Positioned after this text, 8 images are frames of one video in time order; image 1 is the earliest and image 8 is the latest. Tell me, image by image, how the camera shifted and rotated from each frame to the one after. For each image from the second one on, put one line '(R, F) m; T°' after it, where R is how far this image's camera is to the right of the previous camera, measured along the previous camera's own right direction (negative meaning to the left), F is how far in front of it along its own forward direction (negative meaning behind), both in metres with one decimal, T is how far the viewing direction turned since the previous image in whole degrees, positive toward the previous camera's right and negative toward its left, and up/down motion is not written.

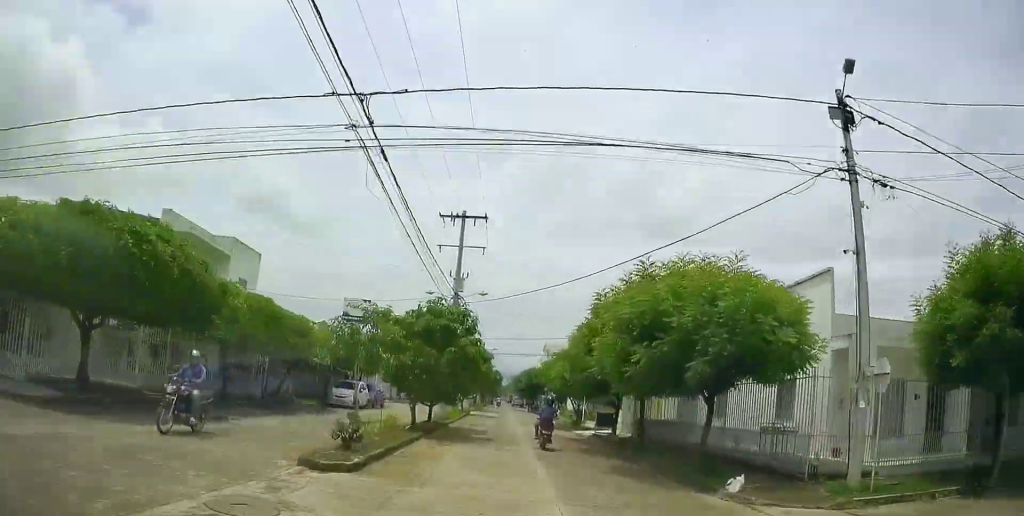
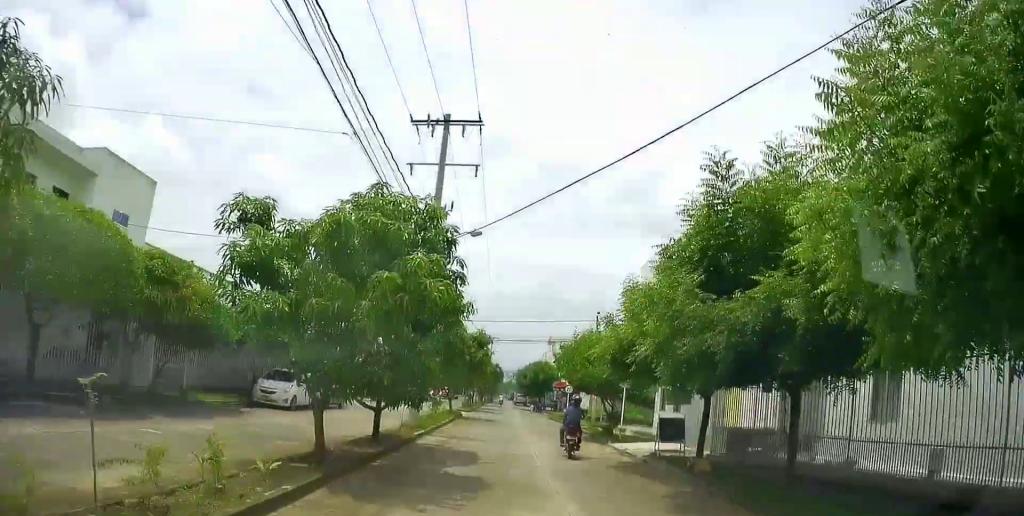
(+0.2, +10.3) m; 0°
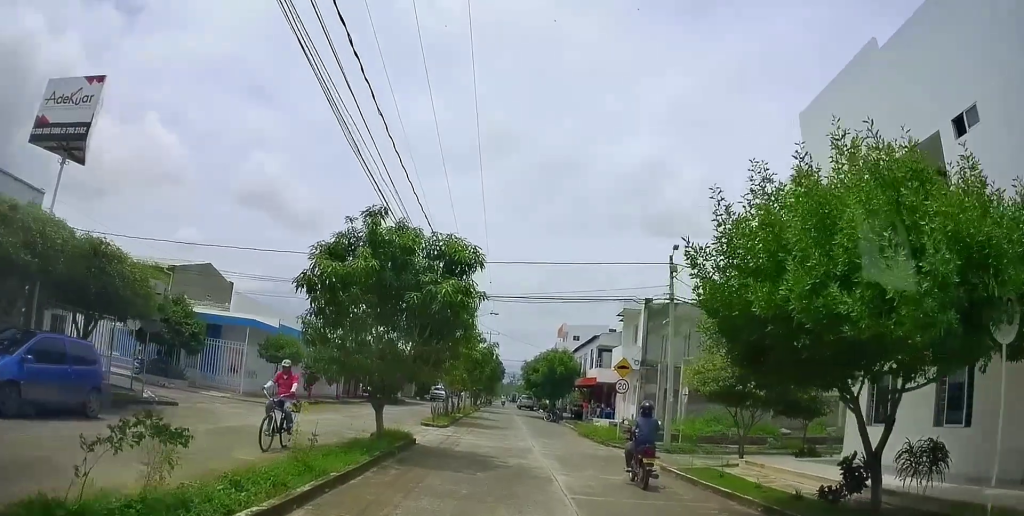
(0.0, +18.2) m; 0°
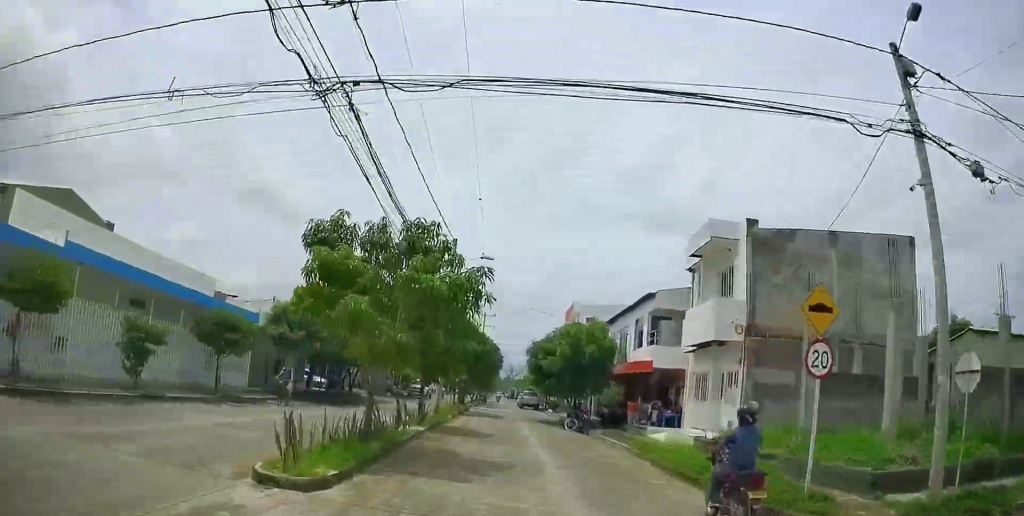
(-0.2, +15.6) m; 0°
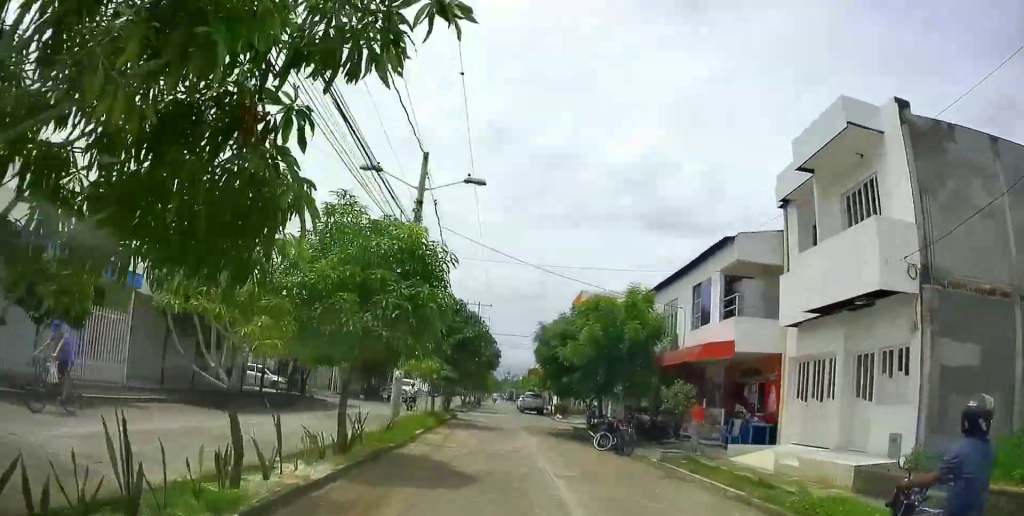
(+0.2, +9.7) m; 0°
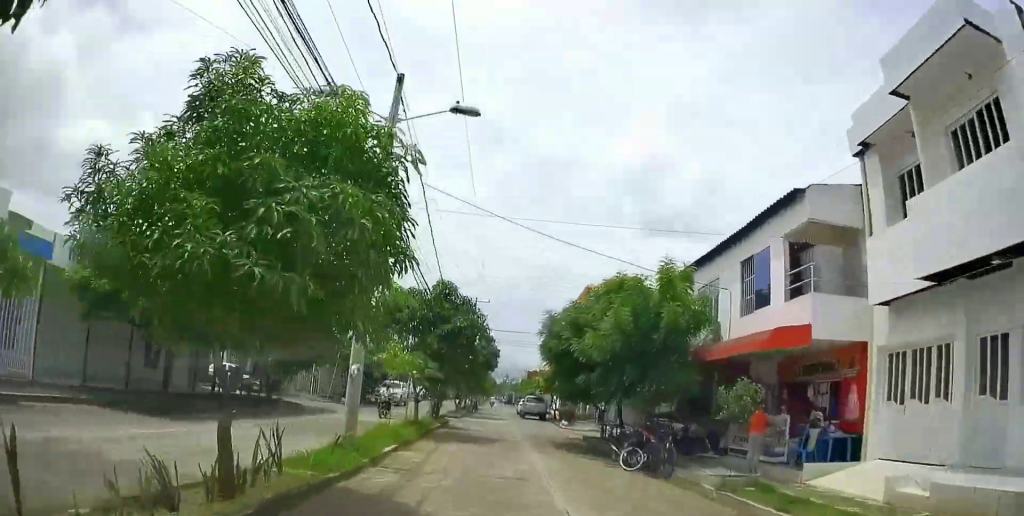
(-0.2, +4.6) m; 0°
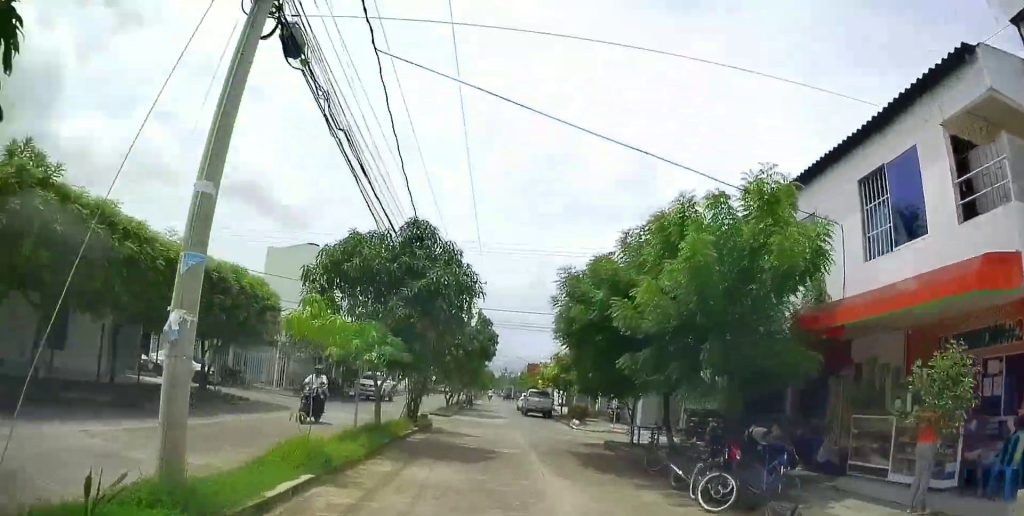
(+0.1, +5.9) m; +1°
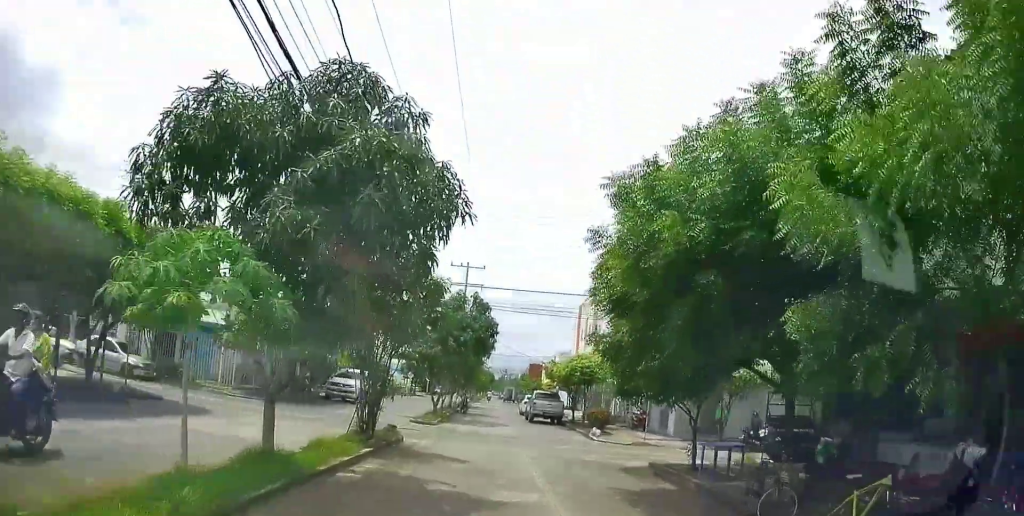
(+0.2, +6.8) m; +1°
